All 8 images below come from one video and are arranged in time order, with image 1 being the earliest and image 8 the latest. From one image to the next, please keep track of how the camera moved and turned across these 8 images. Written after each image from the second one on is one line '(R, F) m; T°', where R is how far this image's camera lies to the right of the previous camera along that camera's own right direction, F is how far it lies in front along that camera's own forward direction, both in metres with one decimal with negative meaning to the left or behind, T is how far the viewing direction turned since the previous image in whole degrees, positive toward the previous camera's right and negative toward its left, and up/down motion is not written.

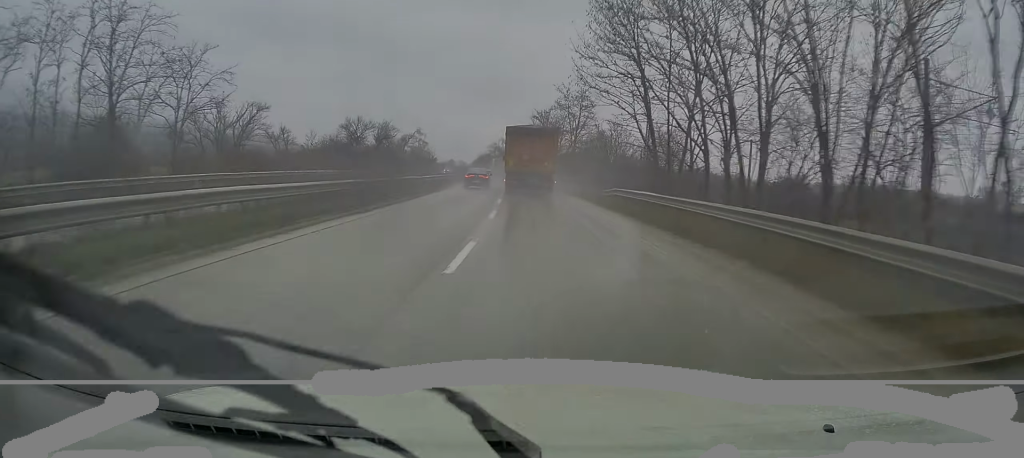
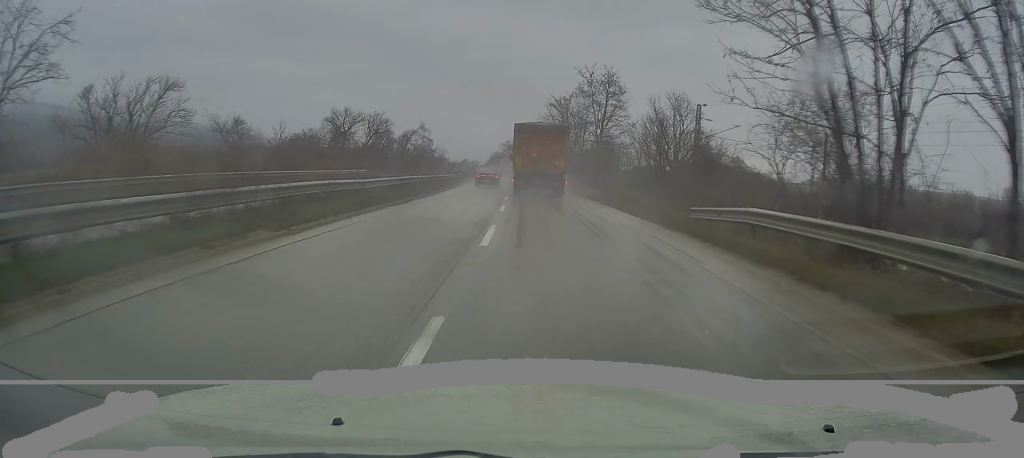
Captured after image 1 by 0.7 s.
(-0.3, +14.6) m; -1°
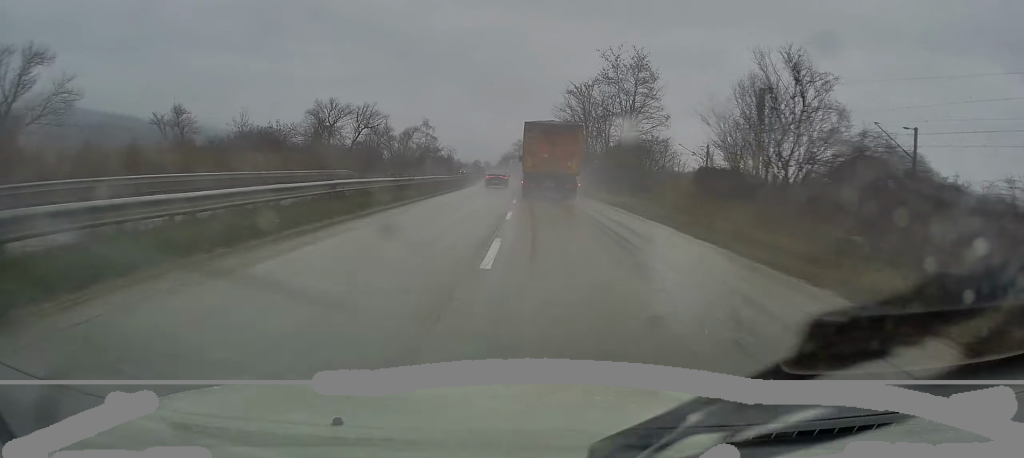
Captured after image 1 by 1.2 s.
(-0.1, +11.7) m; -1°
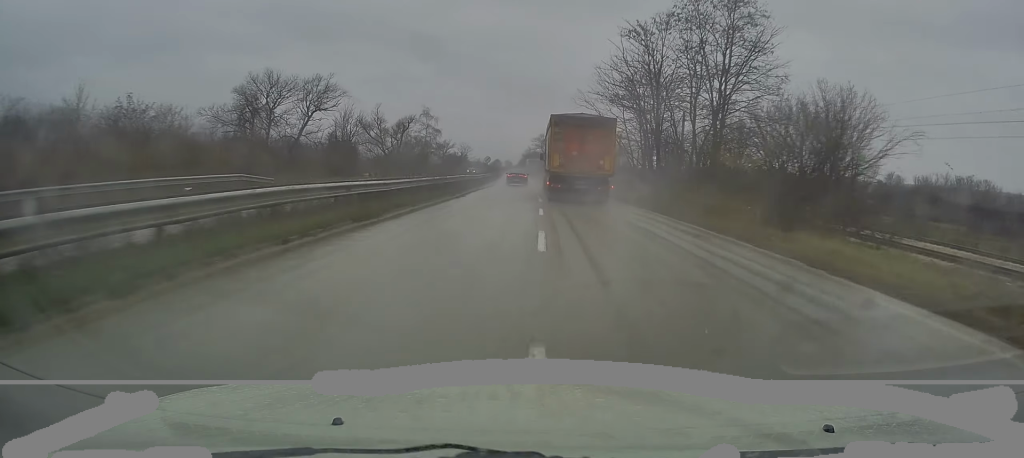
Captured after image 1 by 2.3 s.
(-0.3, +24.0) m; -2°
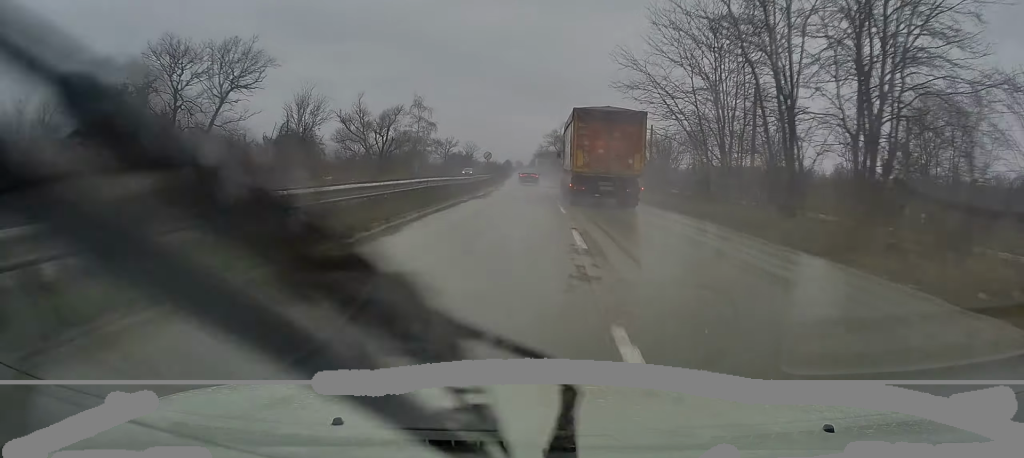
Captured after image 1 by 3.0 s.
(-0.4, +16.8) m; 0°
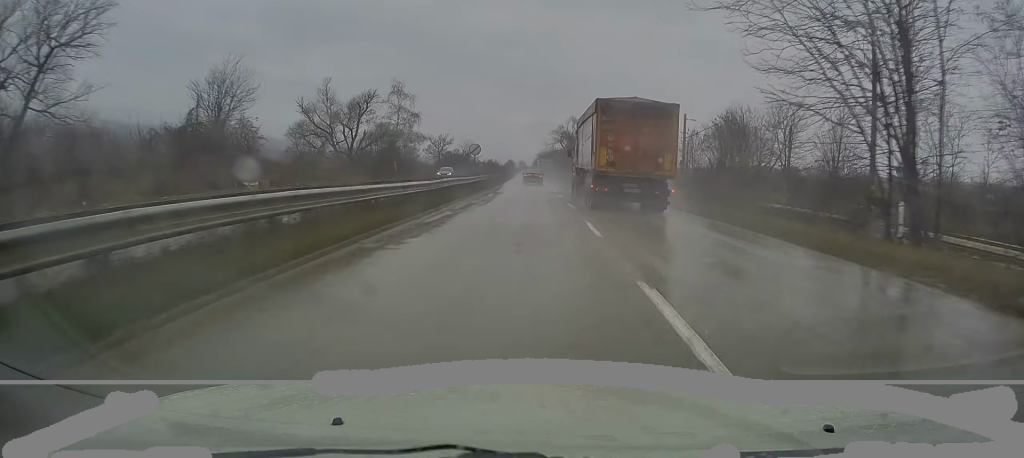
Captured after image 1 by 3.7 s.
(+0.1, +15.6) m; 0°
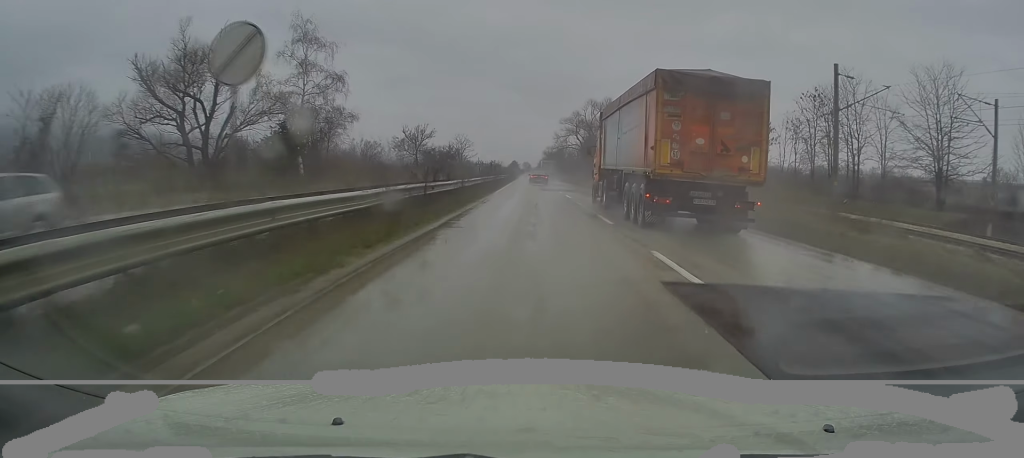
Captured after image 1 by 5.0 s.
(-0.4, +31.9) m; -2°
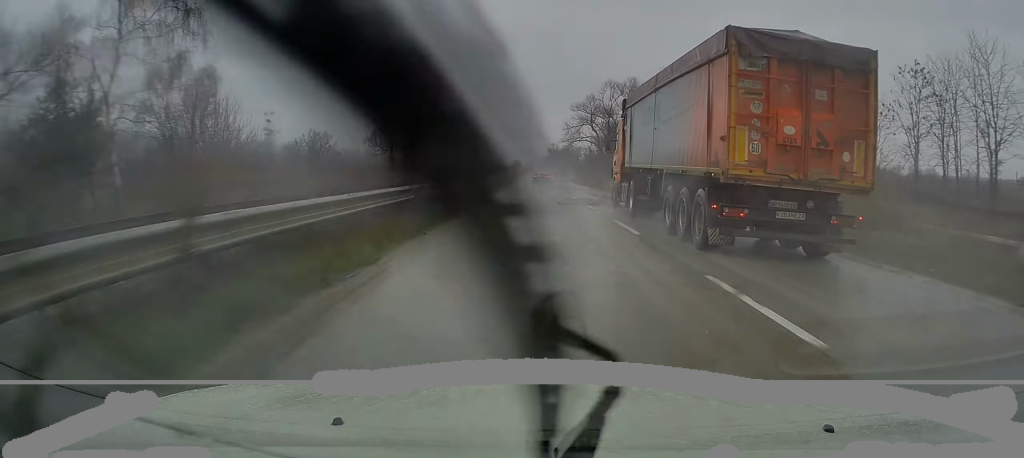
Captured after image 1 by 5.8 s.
(-0.1, +20.5) m; 0°
